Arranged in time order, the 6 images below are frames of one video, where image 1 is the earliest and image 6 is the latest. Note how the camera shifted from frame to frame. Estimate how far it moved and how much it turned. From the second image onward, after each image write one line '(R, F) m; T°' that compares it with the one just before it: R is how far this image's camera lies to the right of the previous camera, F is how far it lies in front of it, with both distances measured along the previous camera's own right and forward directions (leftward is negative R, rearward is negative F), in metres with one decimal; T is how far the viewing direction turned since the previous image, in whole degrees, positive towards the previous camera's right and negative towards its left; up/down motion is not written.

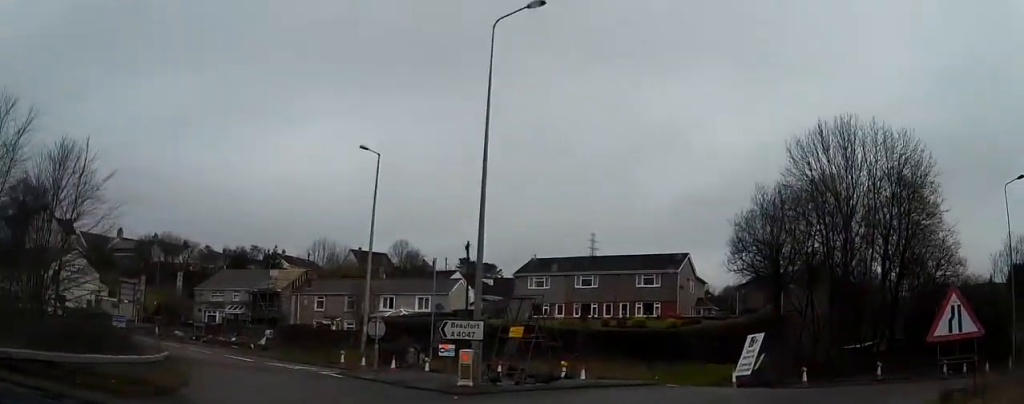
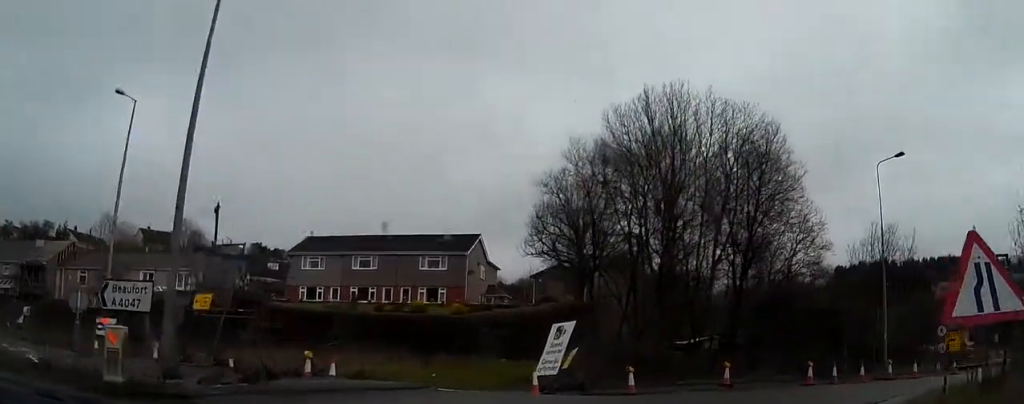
(+1.1, +7.6) m; +15°
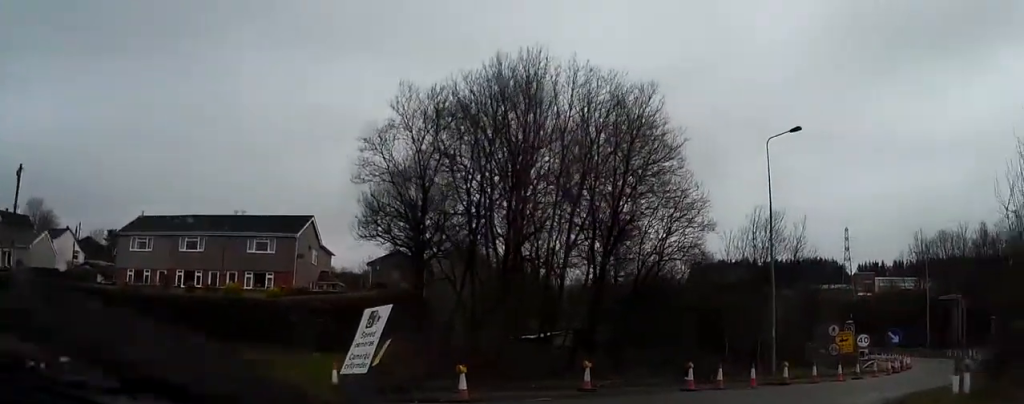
(+0.6, +5.7) m; +11°
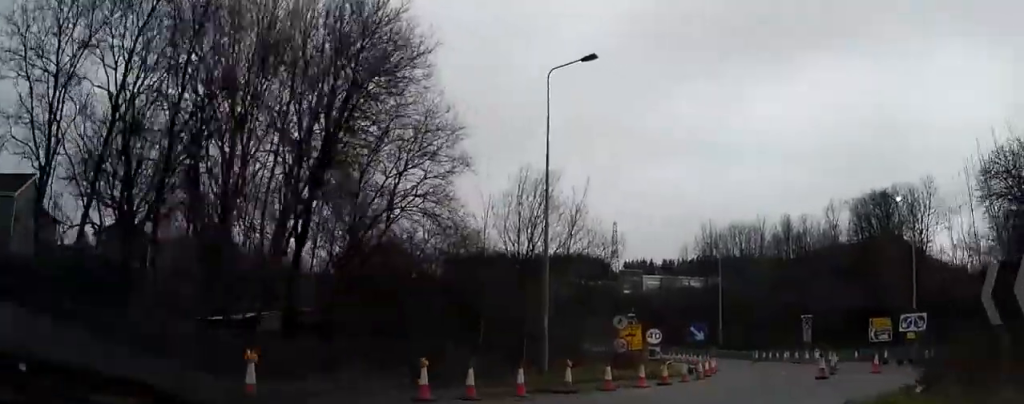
(+1.4, +8.9) m; +18°
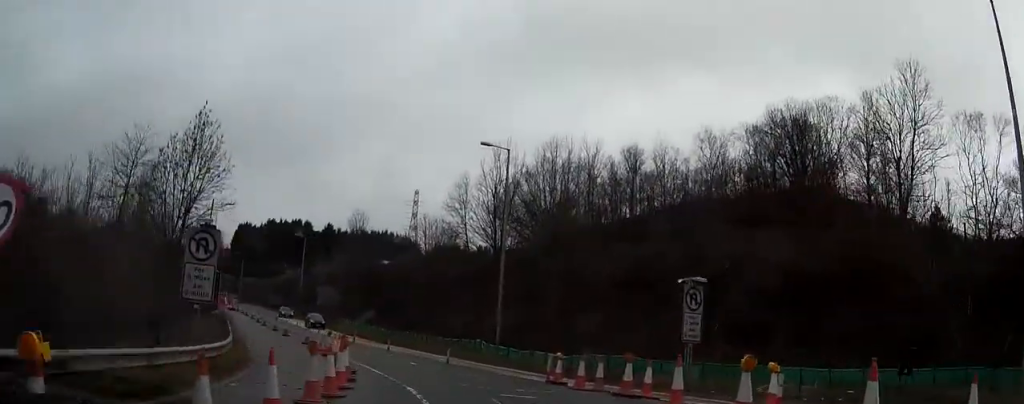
(+10.1, +37.2) m; +13°
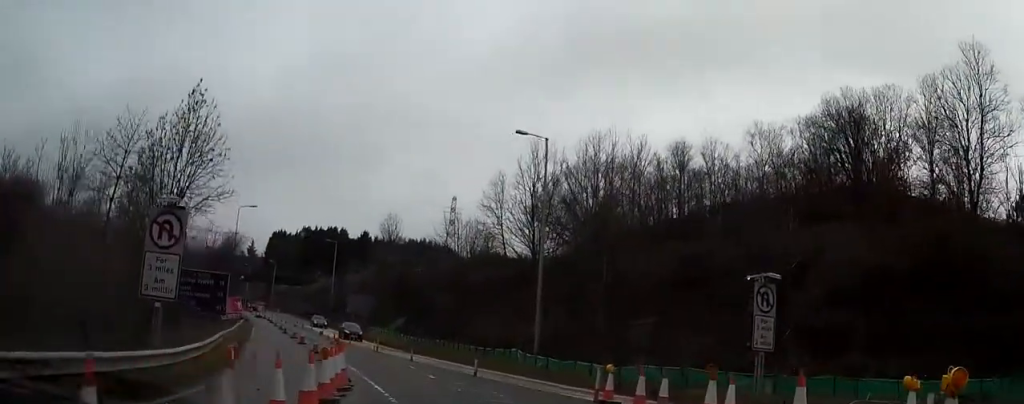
(-0.1, +4.5) m; -2°
